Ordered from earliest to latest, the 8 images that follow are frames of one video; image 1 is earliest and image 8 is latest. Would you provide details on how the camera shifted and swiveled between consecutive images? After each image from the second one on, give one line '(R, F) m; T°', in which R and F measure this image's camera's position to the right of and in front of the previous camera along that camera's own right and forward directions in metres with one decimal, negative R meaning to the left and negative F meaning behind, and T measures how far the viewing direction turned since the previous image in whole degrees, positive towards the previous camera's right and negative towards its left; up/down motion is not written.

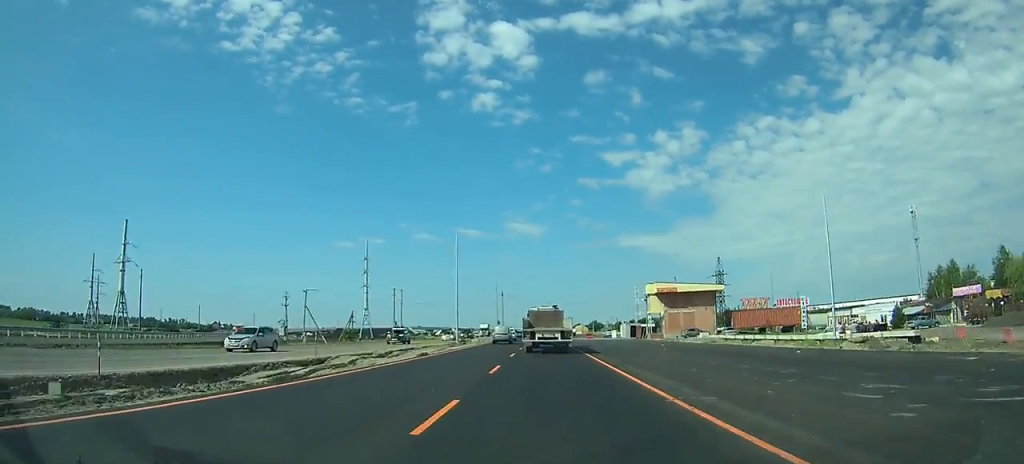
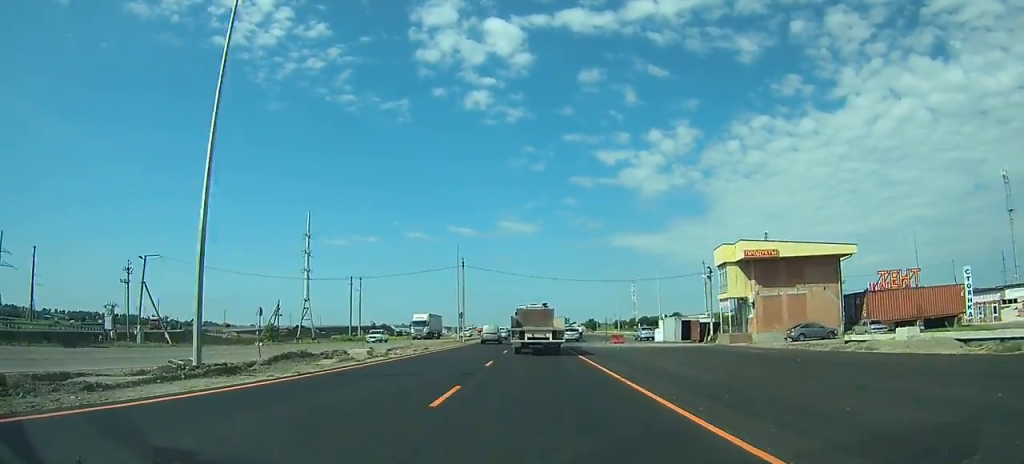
(+0.2, +40.0) m; 0°
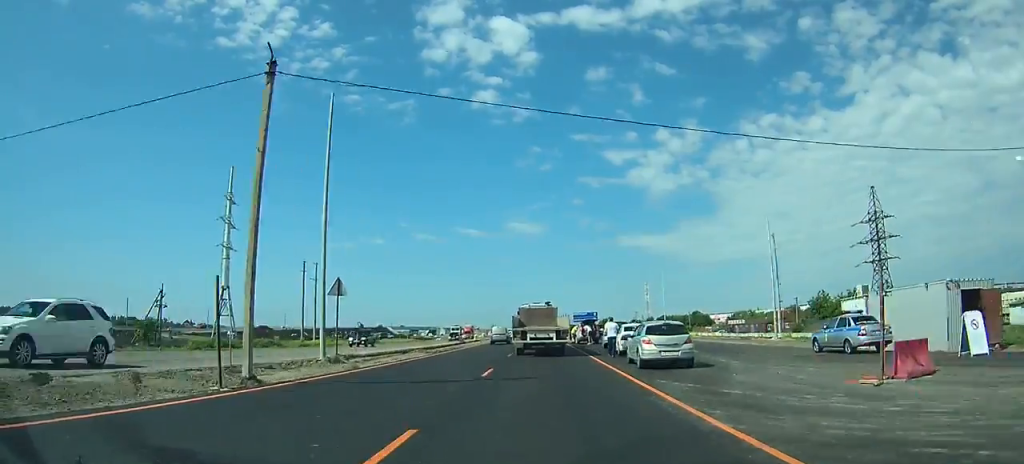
(-0.3, +40.1) m; -1°
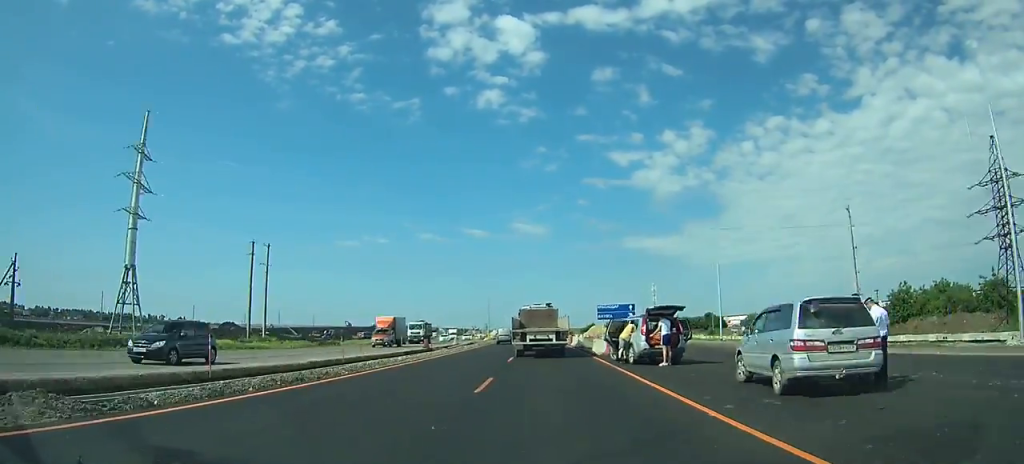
(-0.1, +27.6) m; 0°
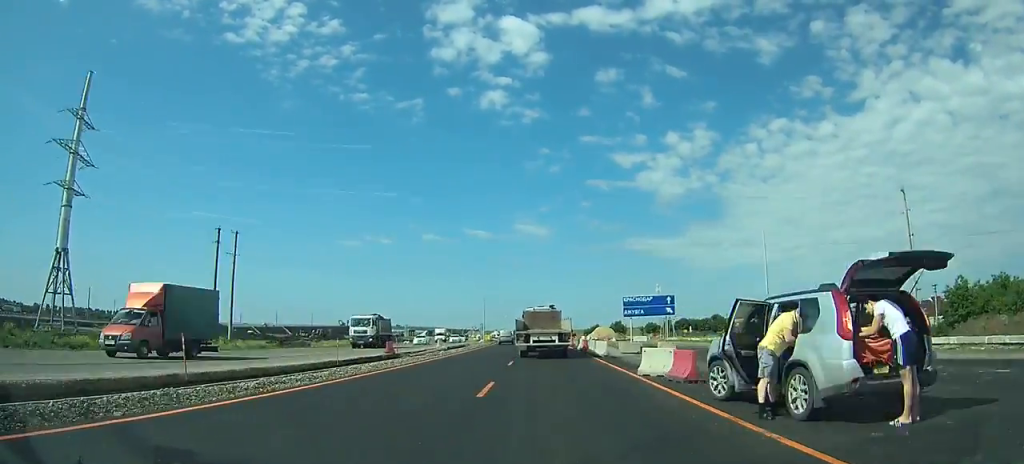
(-0.1, +14.0) m; 0°
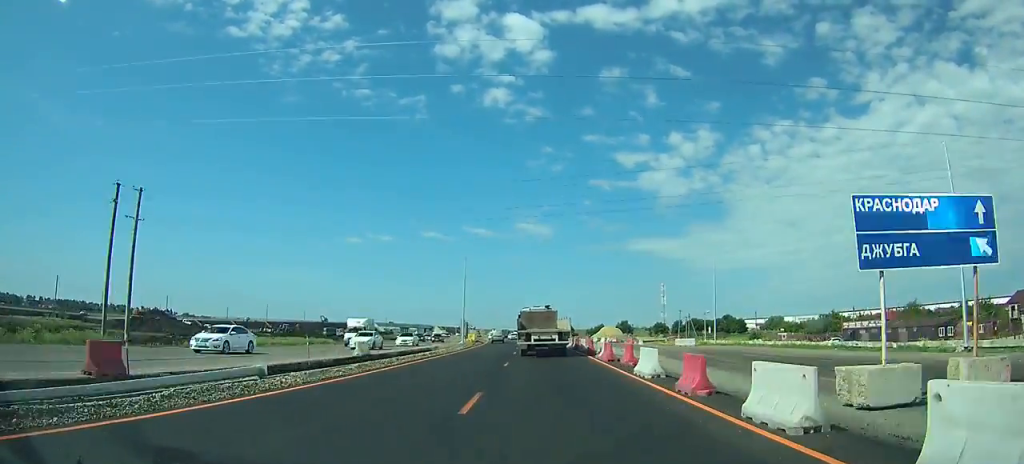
(0.0, +26.3) m; 0°
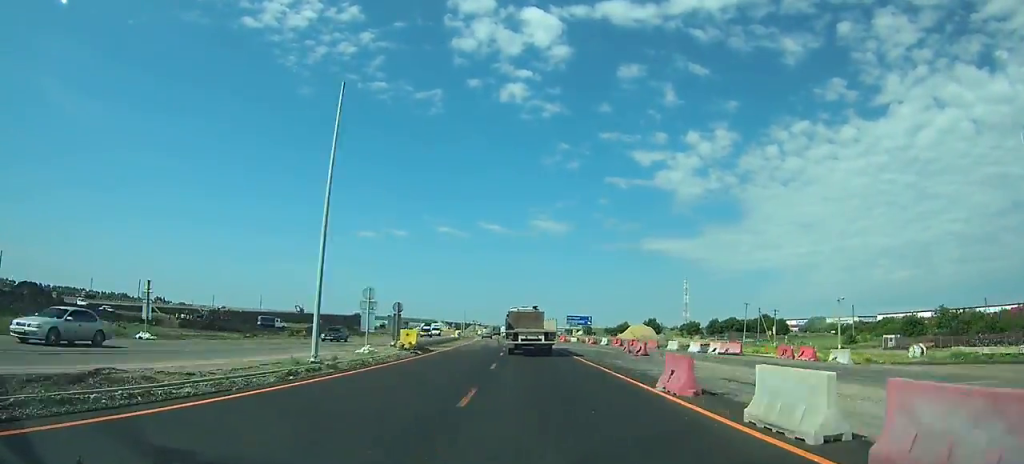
(-0.4, +46.5) m; -2°
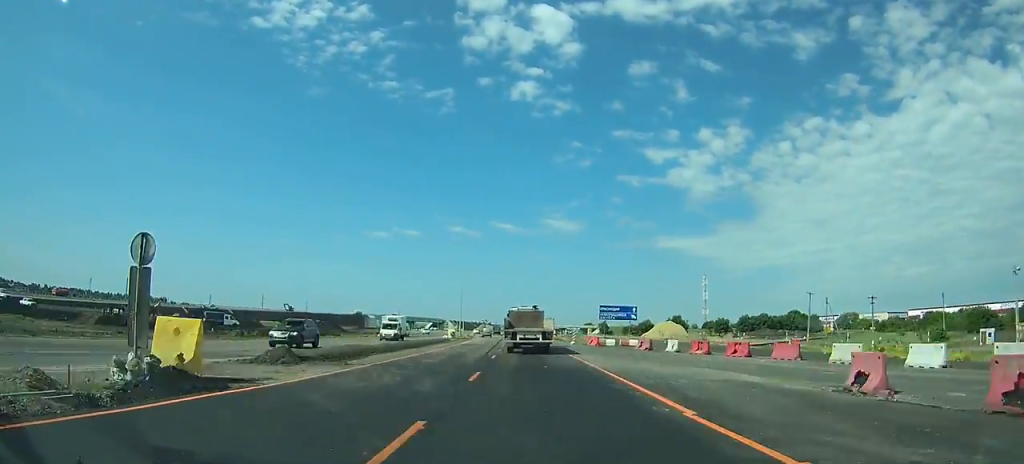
(-0.3, +25.3) m; -1°
